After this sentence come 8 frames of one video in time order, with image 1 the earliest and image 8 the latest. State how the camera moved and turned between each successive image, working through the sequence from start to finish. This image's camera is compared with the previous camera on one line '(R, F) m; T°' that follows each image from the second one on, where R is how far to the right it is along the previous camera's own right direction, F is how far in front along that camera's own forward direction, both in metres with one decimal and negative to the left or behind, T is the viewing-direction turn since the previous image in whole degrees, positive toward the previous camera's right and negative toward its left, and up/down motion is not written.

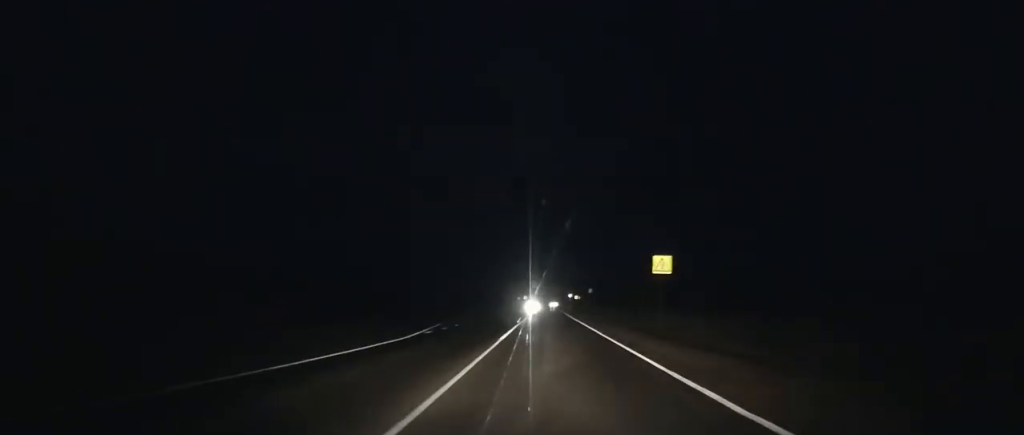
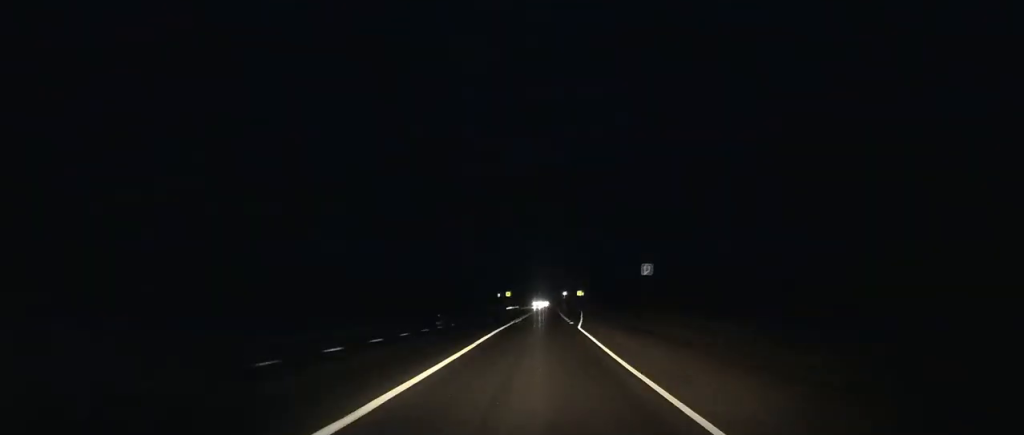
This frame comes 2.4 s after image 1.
(+0.2, +63.6) m; 0°
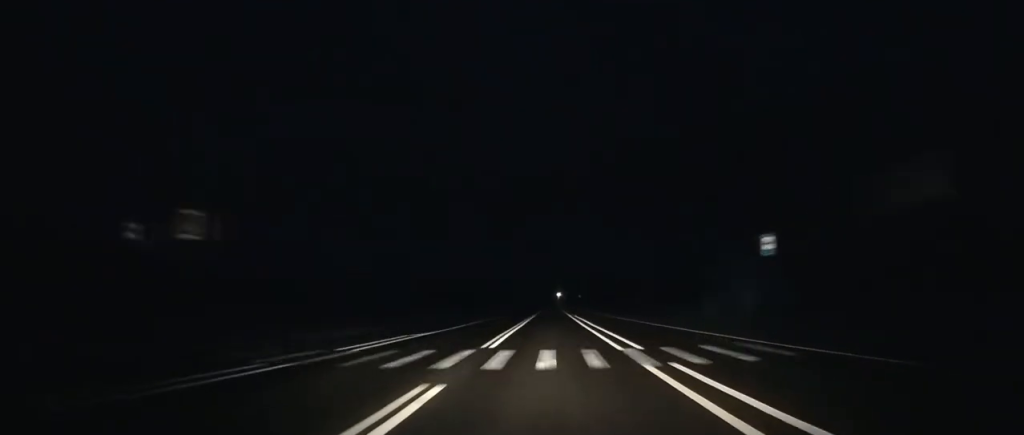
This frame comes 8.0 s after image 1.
(+0.6, +145.8) m; +1°
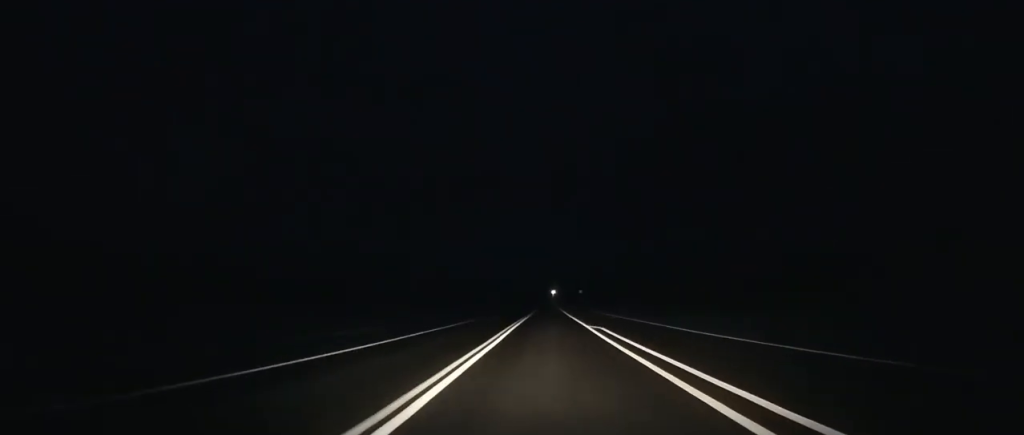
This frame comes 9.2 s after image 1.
(+0.2, +33.7) m; 0°
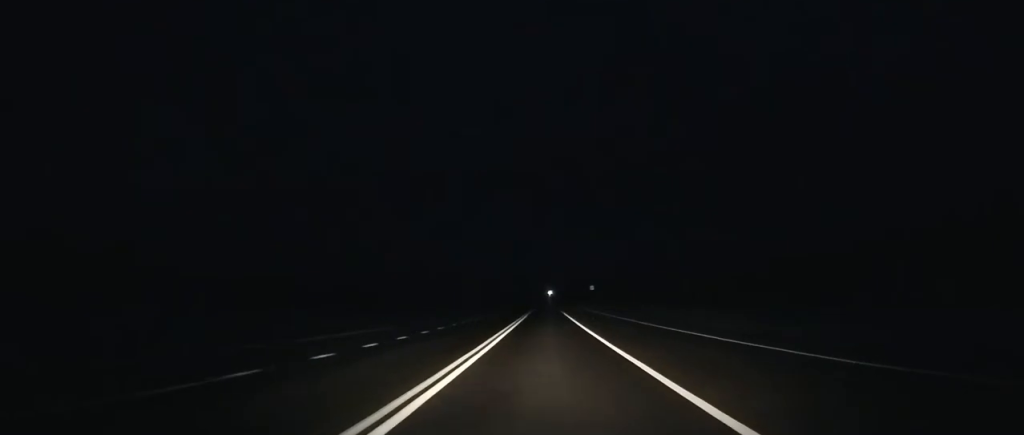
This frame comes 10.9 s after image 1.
(+0.1, +48.3) m; 0°
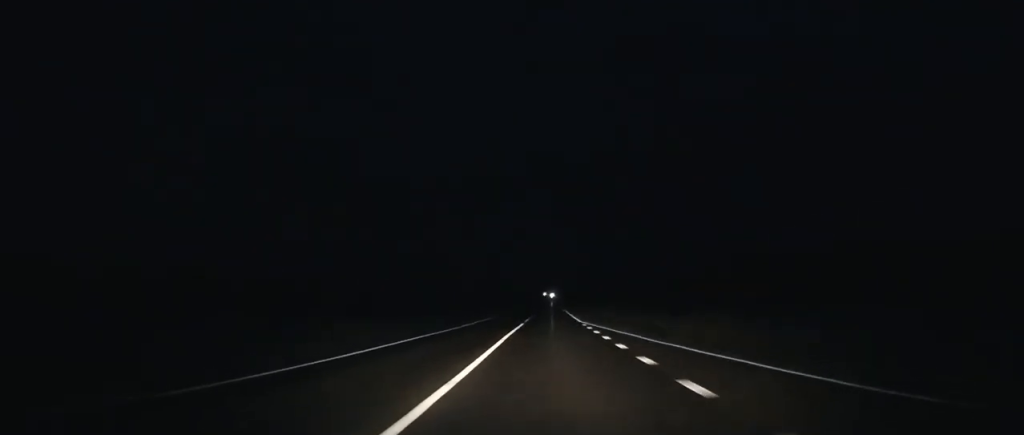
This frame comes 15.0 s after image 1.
(+0.4, +119.3) m; 0°
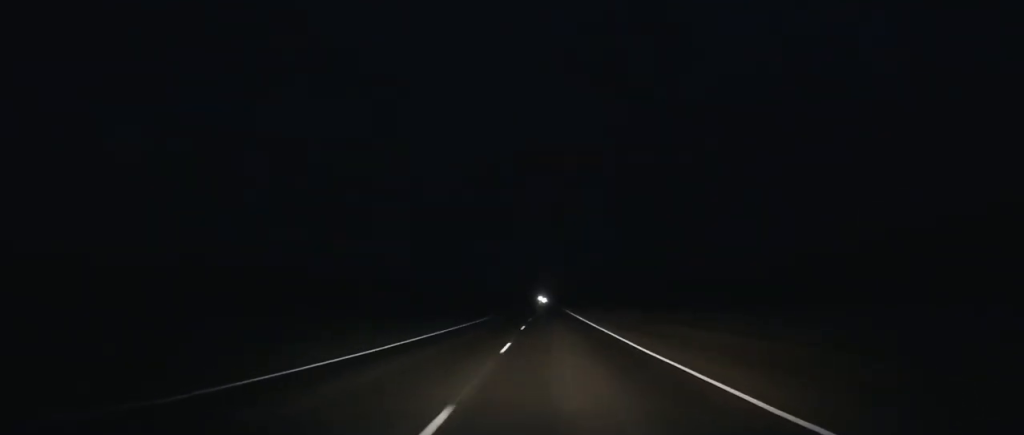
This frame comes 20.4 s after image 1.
(+0.9, +156.8) m; +1°
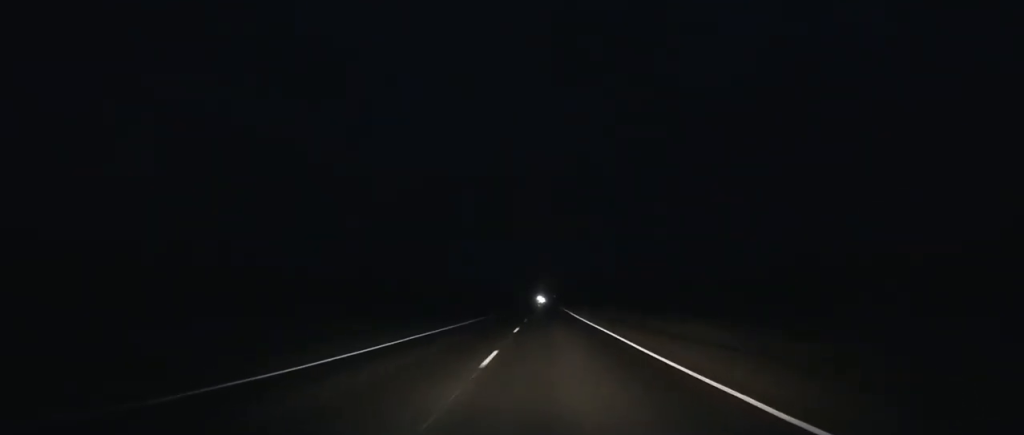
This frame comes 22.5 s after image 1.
(0.0, +61.2) m; 0°
